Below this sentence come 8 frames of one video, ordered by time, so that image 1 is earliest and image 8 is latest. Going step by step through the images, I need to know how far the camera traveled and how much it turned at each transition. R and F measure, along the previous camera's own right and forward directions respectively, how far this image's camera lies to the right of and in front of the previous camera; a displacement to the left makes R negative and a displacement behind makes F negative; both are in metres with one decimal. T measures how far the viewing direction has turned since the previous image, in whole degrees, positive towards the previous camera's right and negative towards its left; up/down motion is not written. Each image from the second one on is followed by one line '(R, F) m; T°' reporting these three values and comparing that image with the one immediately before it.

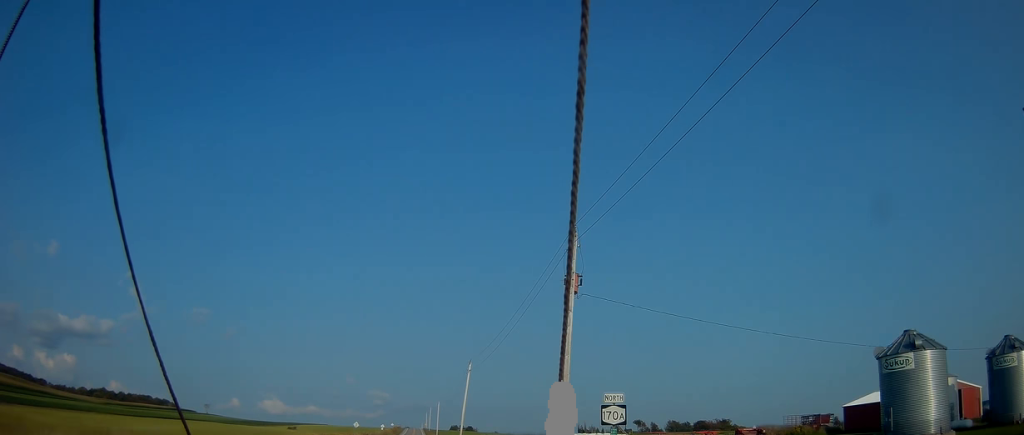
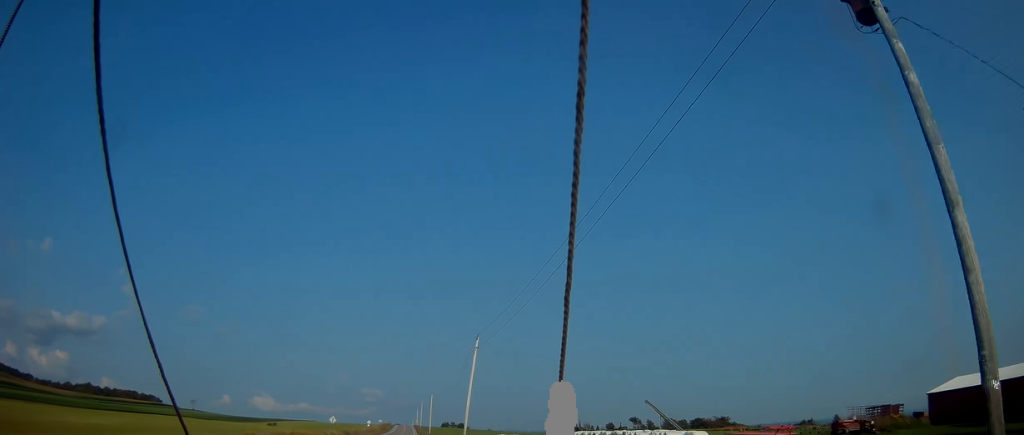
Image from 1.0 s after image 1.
(-0.2, +18.6) m; -1°
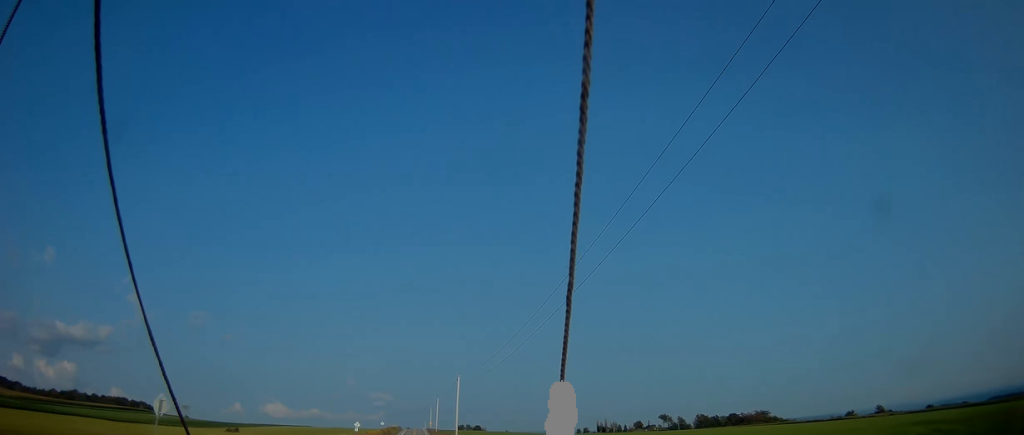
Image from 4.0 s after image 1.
(+0.3, +59.2) m; +1°
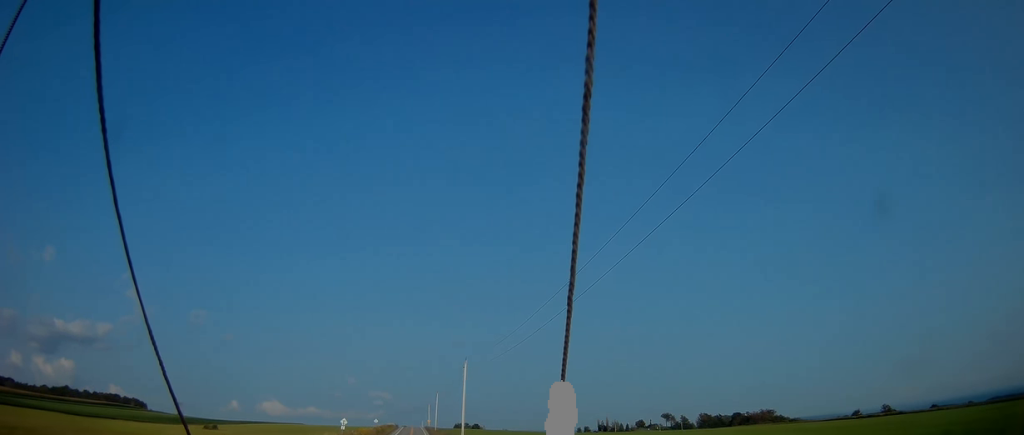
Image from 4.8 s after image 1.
(0.0, +15.6) m; 0°
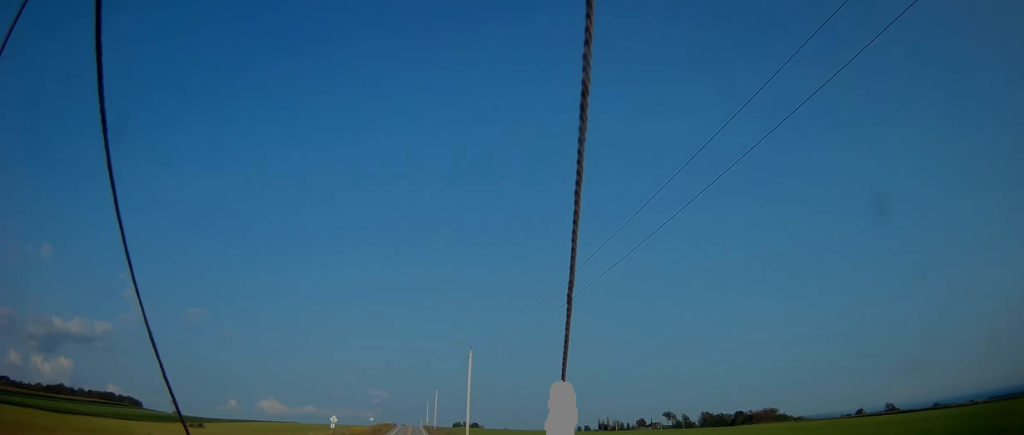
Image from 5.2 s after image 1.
(0.0, +8.9) m; 0°
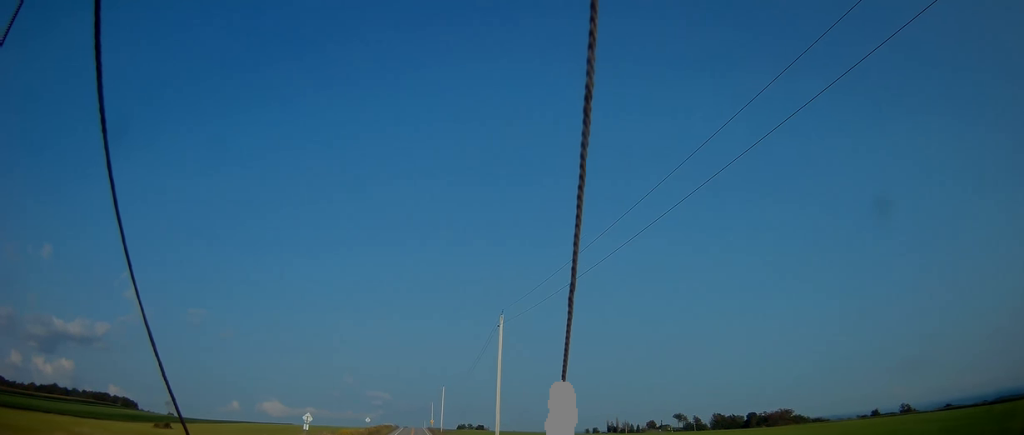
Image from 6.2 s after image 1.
(0.0, +20.7) m; 0°
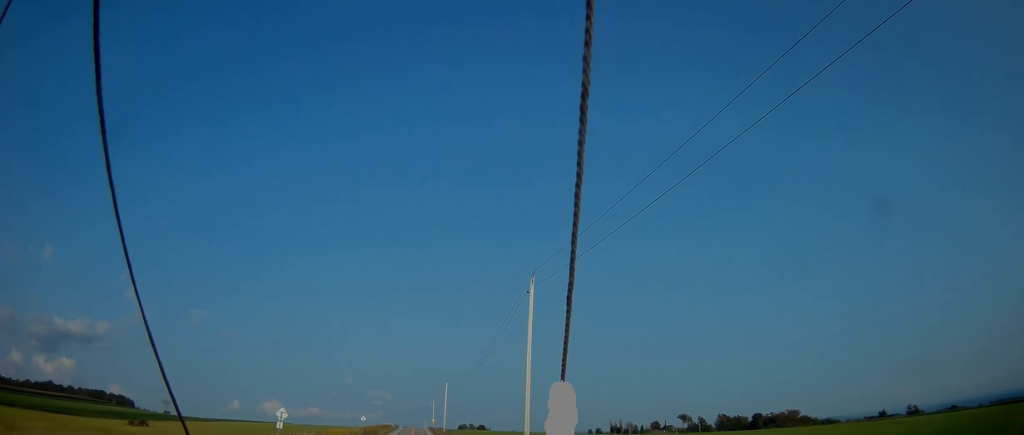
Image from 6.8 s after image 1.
(0.0, +11.1) m; 0°
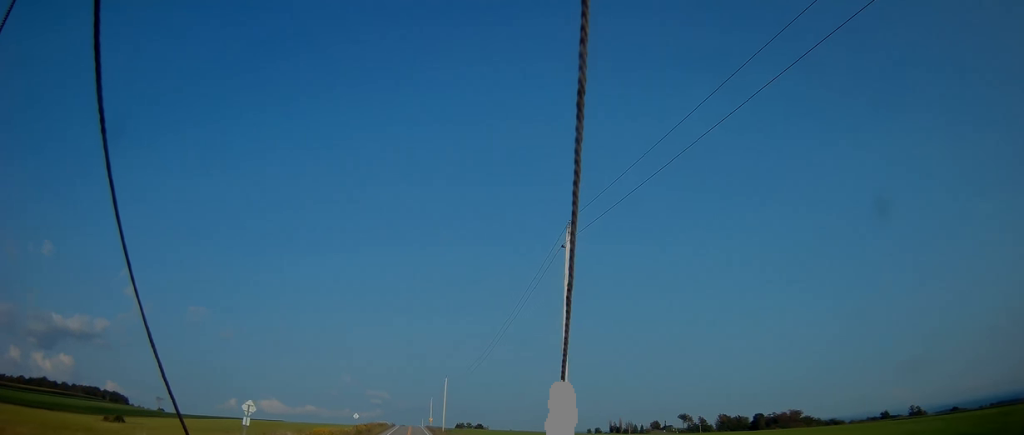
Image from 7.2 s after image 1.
(0.0, +8.5) m; 0°
